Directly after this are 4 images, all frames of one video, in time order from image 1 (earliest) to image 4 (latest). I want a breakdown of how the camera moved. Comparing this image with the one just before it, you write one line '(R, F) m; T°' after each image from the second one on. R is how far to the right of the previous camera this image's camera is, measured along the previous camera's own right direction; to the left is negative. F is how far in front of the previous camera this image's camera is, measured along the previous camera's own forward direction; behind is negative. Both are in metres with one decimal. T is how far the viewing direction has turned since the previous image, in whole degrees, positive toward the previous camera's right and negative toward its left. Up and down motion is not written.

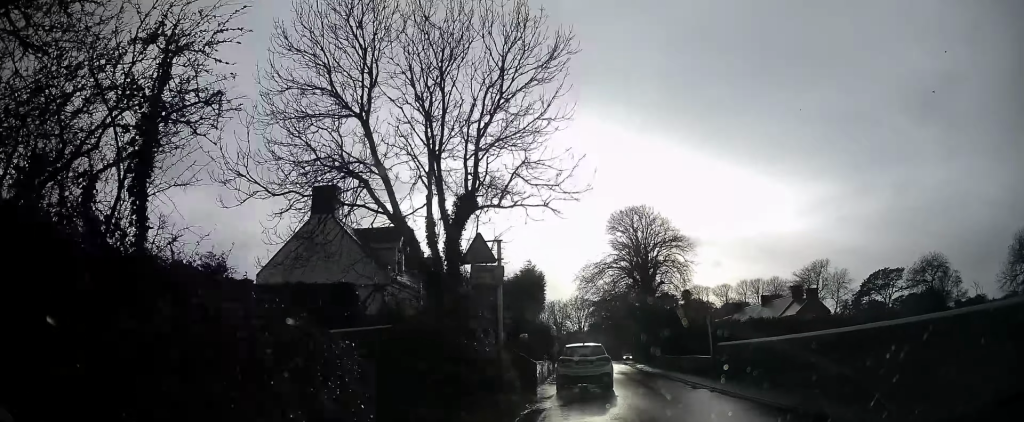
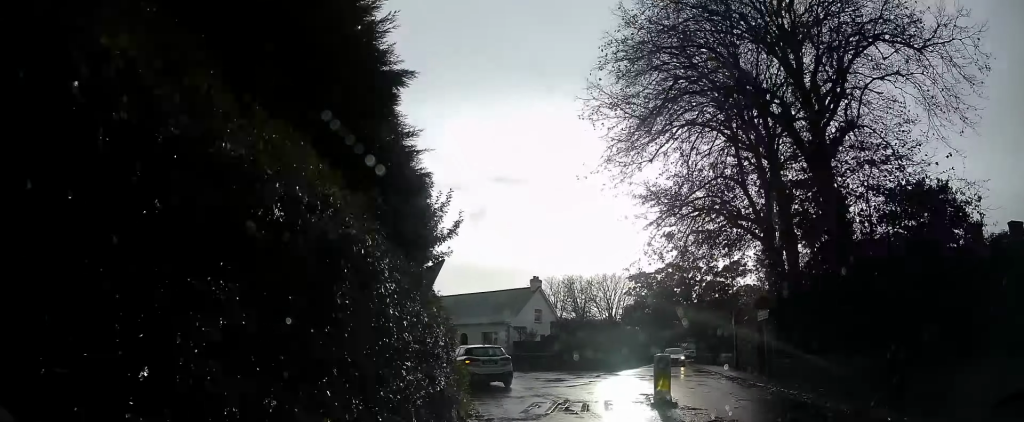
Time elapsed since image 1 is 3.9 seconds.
(-0.3, +29.9) m; -2°
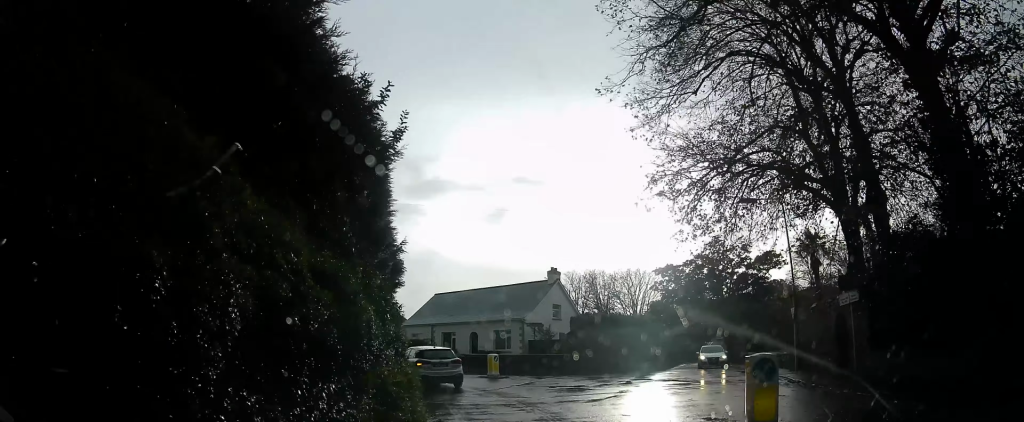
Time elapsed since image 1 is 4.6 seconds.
(+0.2, +4.5) m; -3°
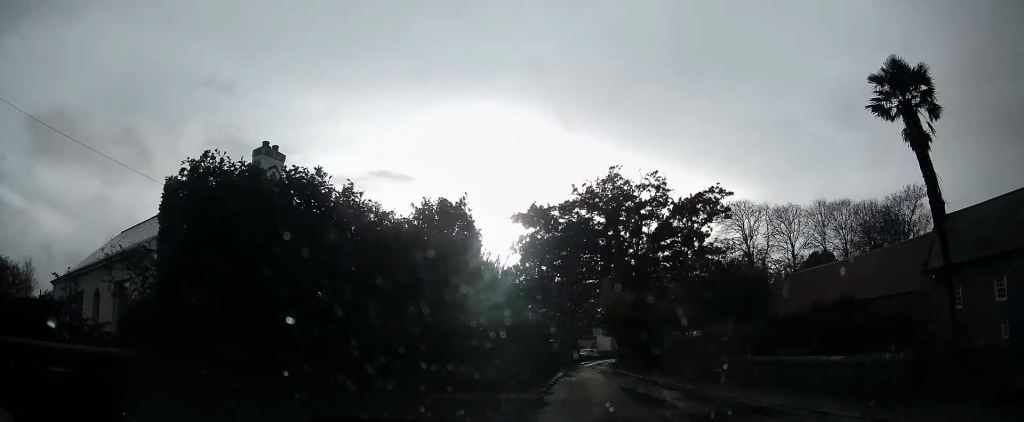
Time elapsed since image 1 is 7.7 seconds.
(-0.8, +22.0) m; +4°
